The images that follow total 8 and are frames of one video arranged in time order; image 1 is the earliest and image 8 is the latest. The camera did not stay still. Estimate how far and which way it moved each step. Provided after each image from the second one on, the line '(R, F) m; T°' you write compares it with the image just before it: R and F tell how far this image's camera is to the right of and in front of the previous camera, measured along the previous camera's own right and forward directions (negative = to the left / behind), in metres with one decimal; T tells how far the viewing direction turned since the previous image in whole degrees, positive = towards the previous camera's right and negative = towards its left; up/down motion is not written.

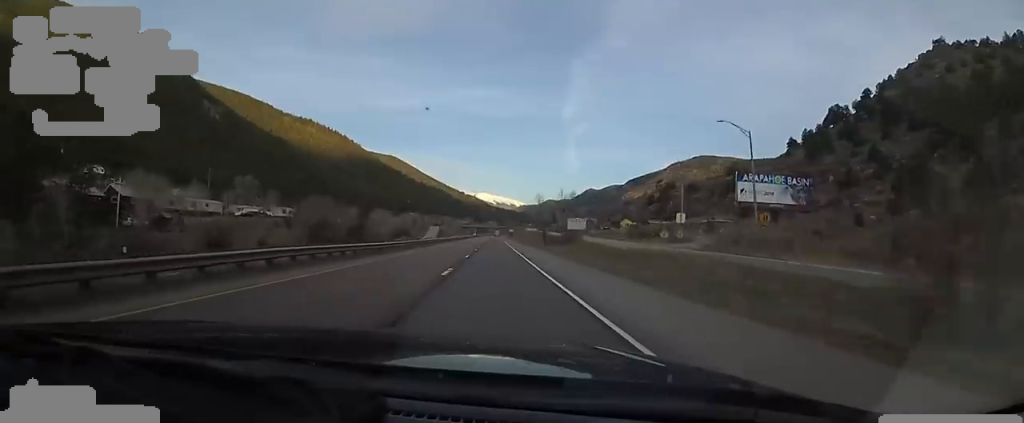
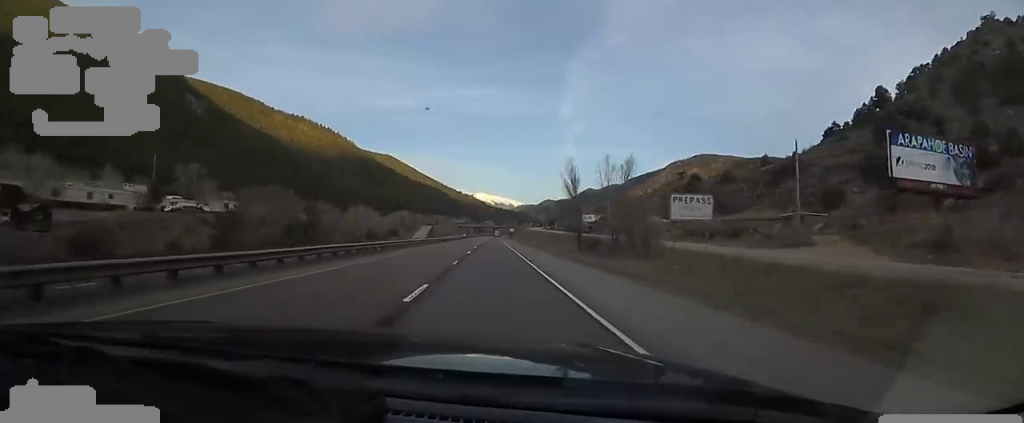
(-0.4, +31.2) m; +1°
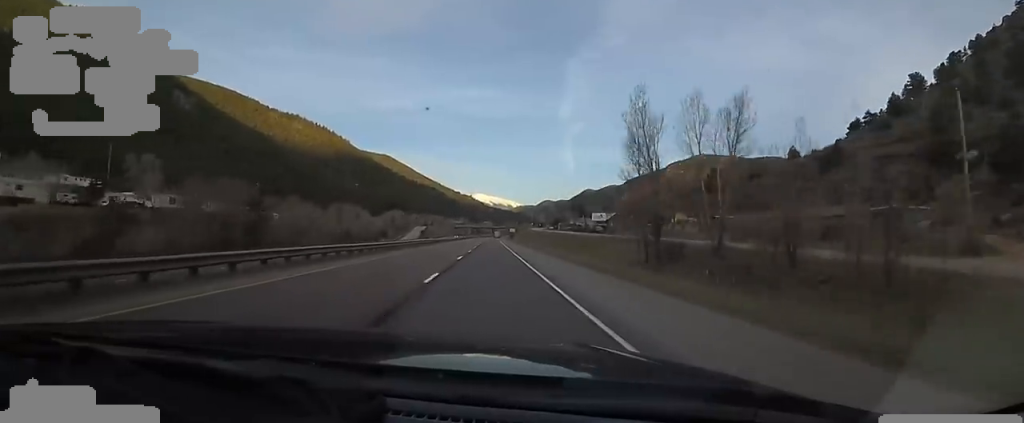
(+0.5, +19.9) m; +1°
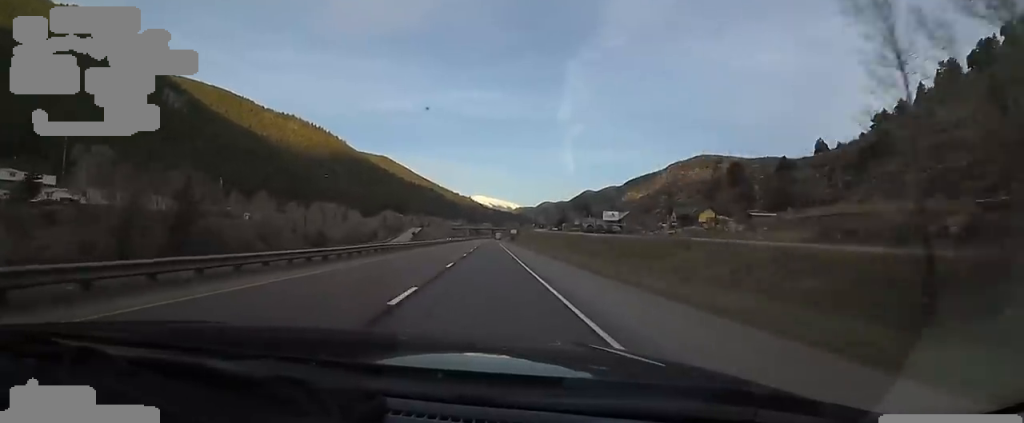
(+0.8, +16.8) m; 0°
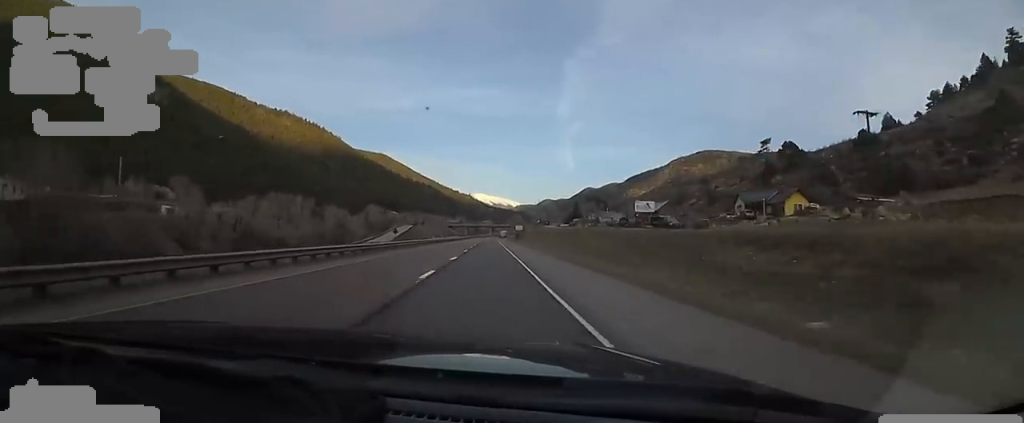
(-1.2, +31.7) m; -3°
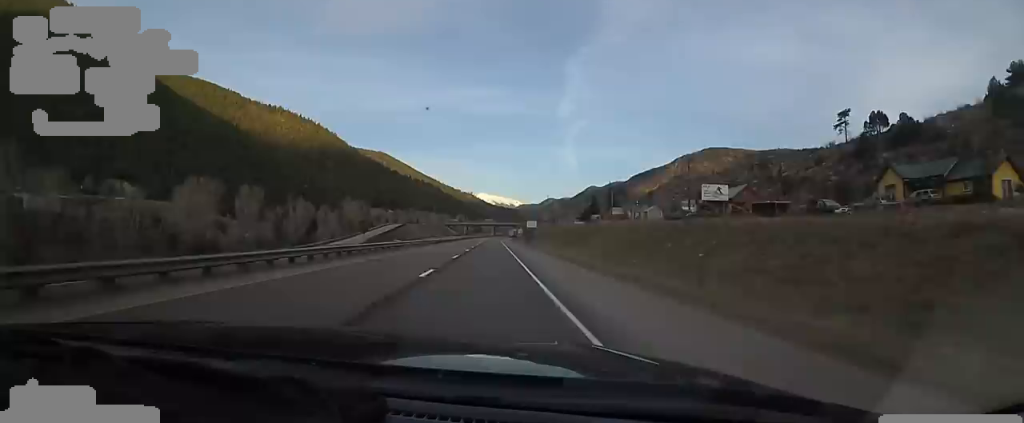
(-0.2, +34.7) m; 0°
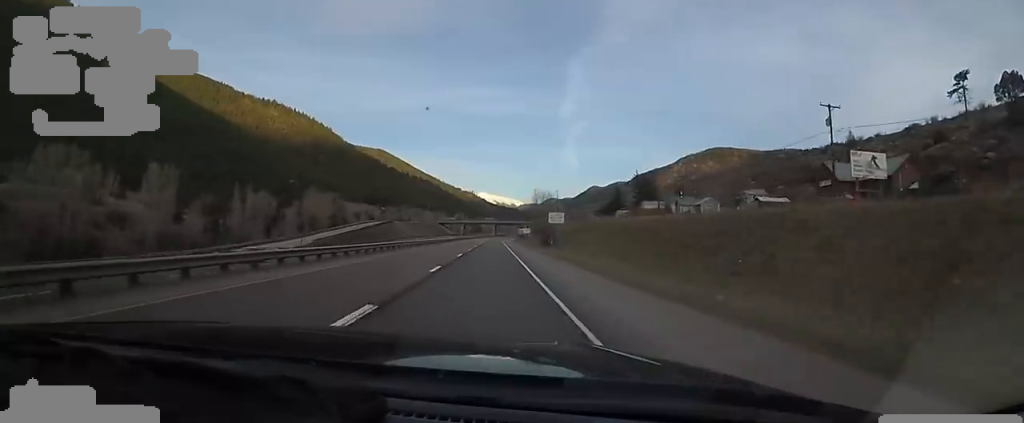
(0.0, +33.3) m; 0°
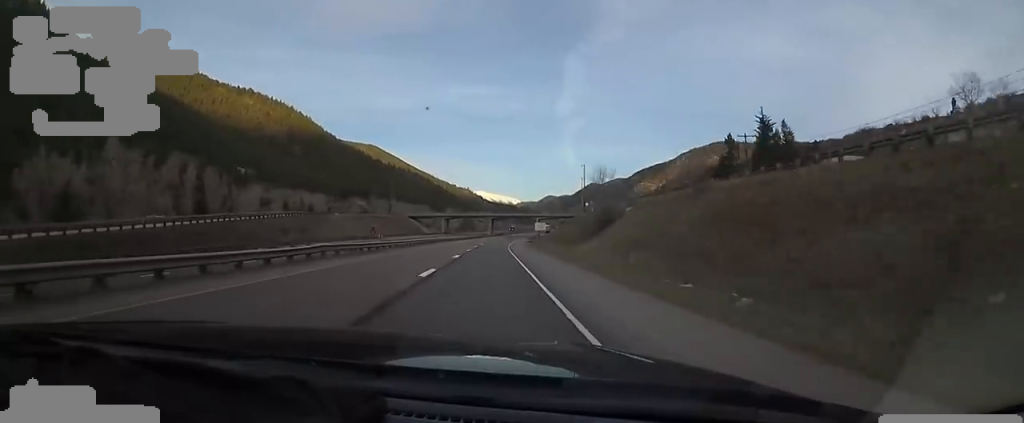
(+2.7, +74.2) m; +1°
